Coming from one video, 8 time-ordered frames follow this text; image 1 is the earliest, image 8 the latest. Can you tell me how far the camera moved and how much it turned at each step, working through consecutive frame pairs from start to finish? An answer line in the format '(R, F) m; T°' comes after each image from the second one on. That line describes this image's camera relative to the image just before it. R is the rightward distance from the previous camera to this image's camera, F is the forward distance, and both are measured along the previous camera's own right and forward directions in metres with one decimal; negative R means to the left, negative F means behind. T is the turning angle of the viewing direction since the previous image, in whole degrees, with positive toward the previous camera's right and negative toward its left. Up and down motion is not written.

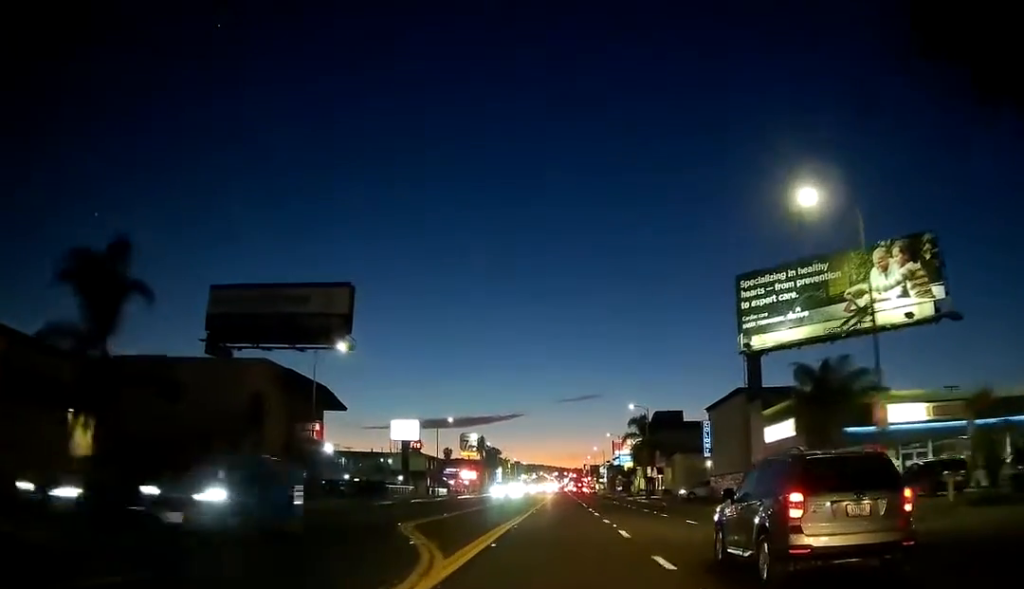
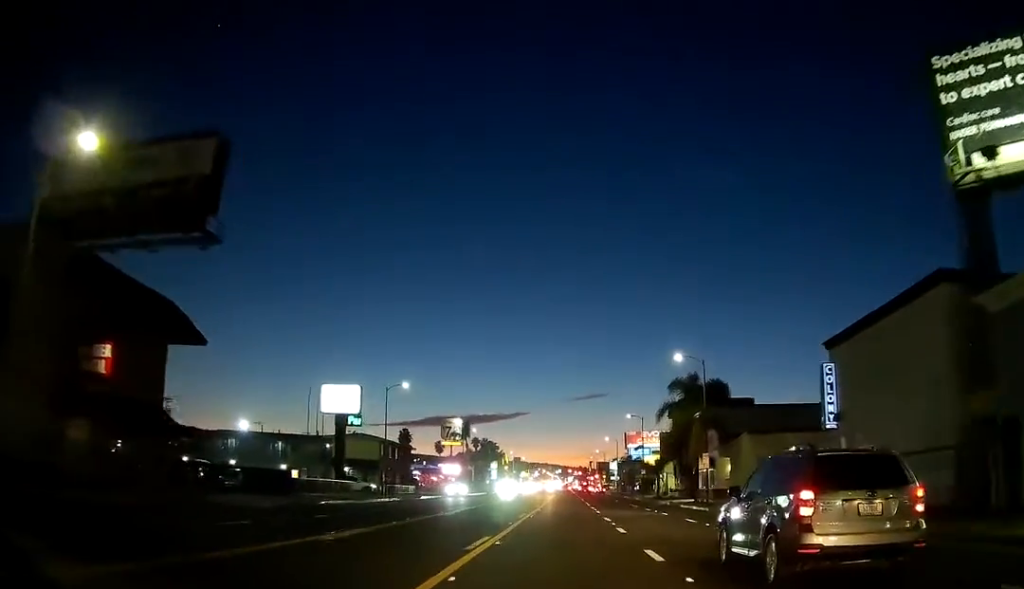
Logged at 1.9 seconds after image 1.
(+0.3, +29.0) m; +1°
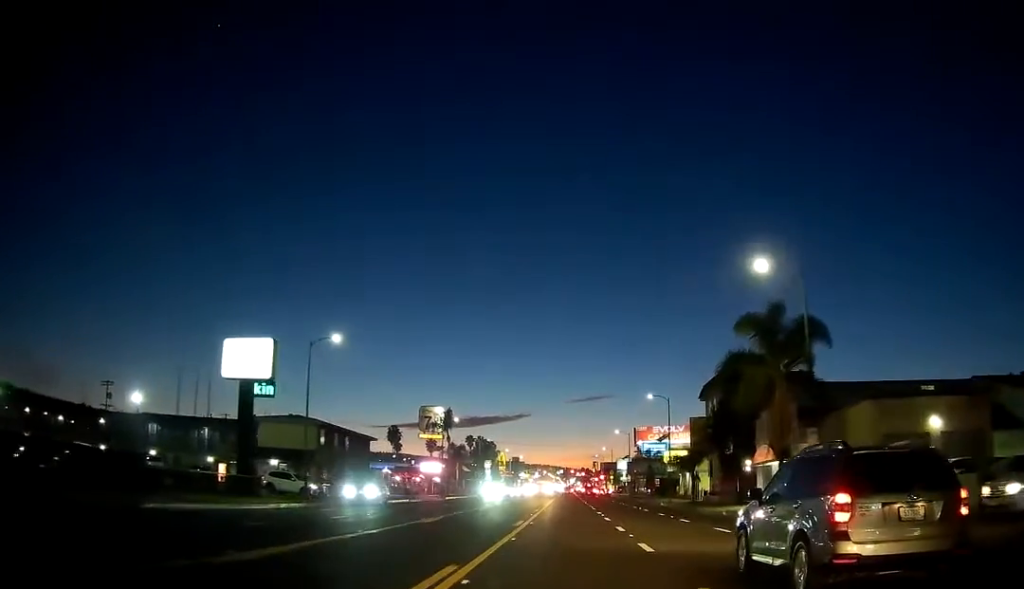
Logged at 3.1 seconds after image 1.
(+0.2, +20.5) m; 0°
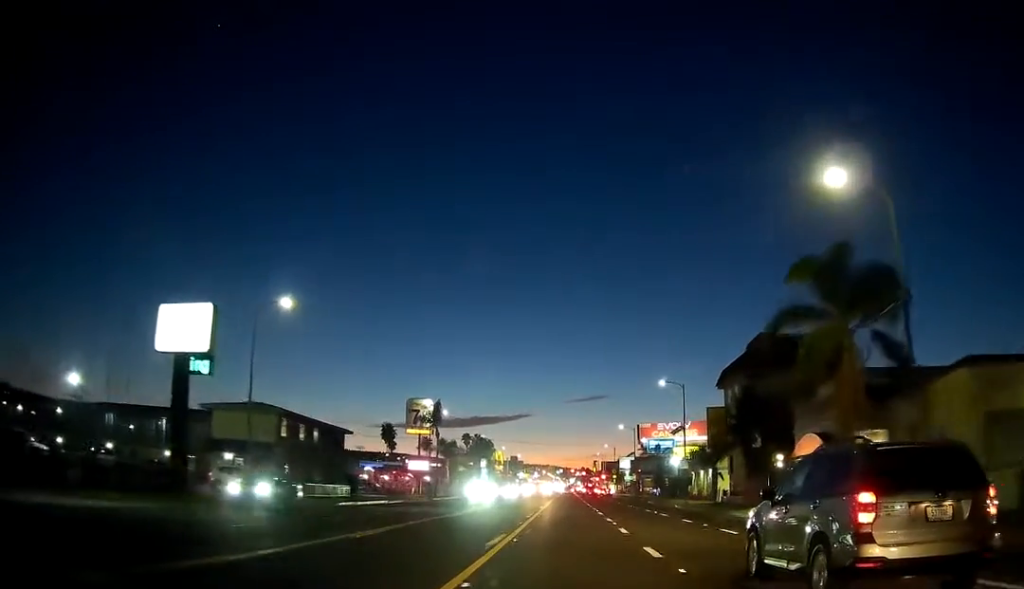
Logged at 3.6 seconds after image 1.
(0.0, +8.3) m; 0°
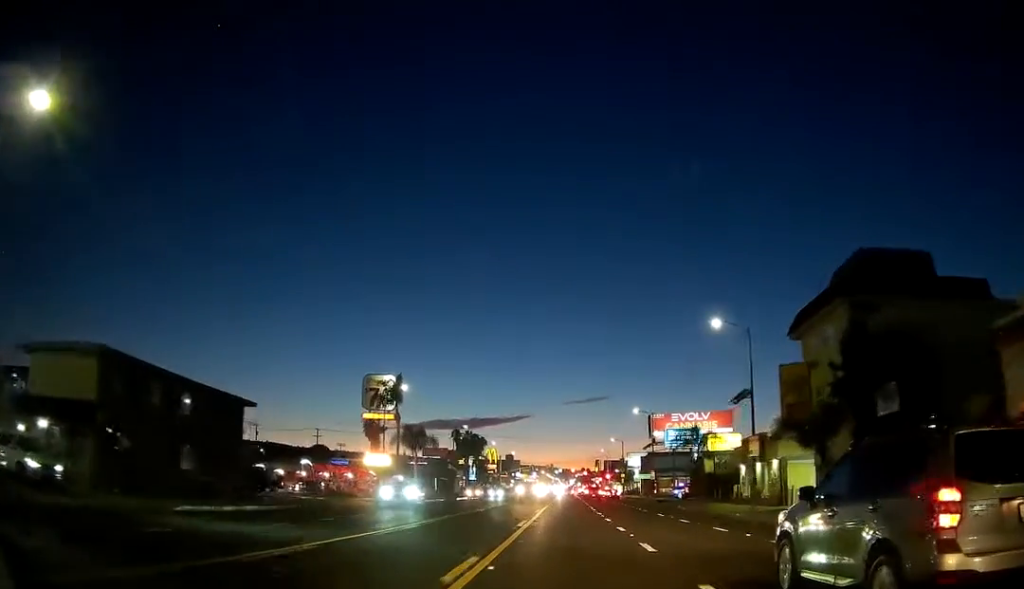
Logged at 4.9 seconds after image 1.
(-0.2, +21.2) m; -1°
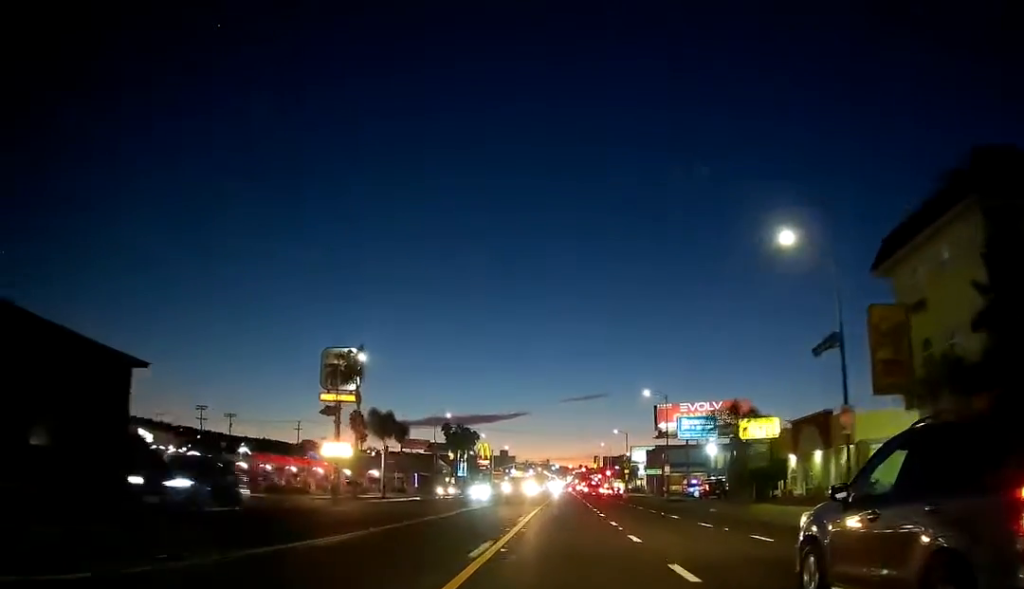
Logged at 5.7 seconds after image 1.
(0.0, +13.0) m; 0°
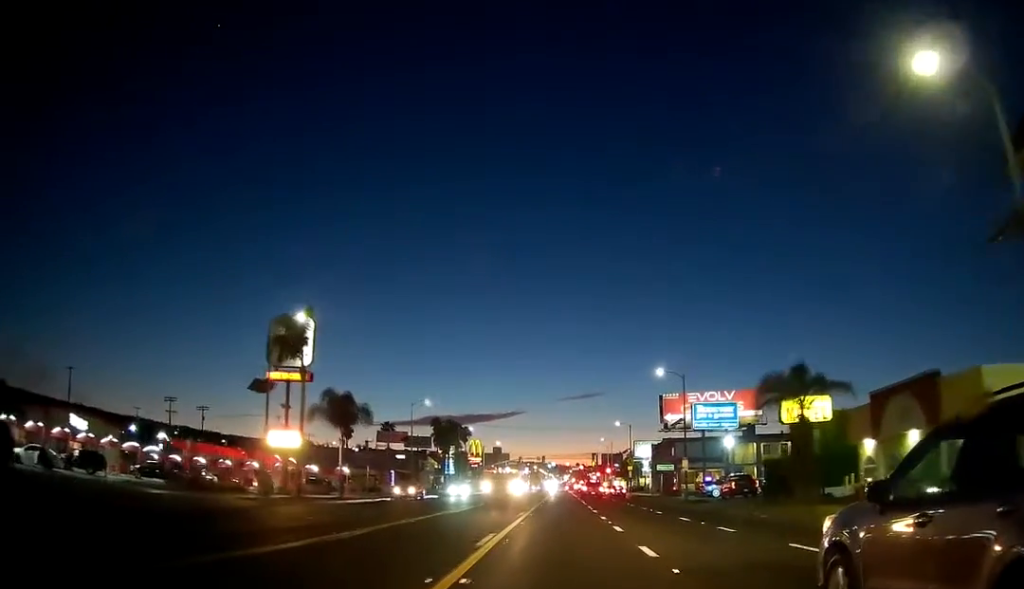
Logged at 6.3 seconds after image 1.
(0.0, +11.2) m; 0°
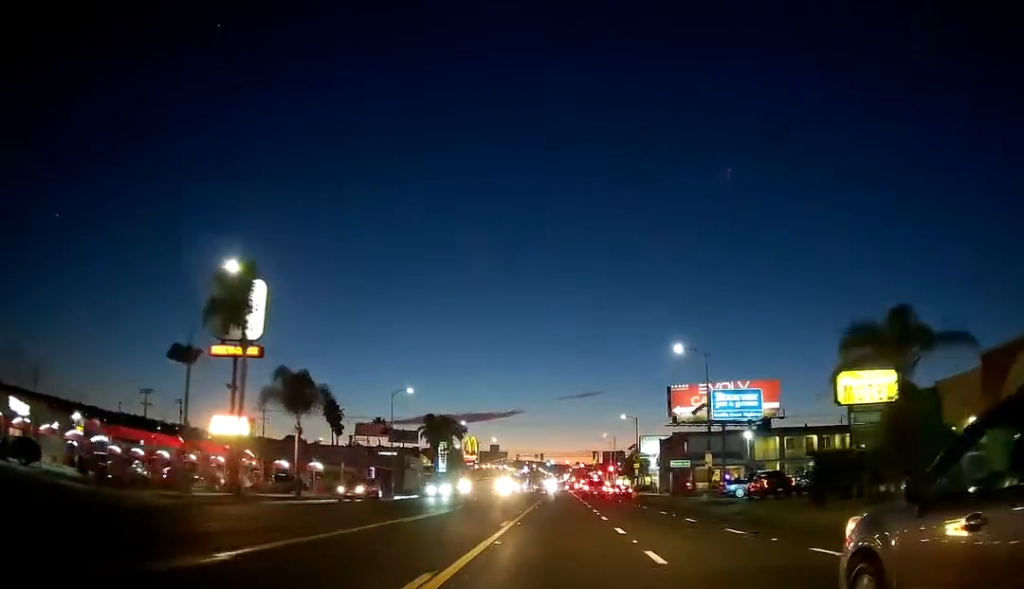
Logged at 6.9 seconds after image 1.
(+0.1, +8.8) m; 0°
